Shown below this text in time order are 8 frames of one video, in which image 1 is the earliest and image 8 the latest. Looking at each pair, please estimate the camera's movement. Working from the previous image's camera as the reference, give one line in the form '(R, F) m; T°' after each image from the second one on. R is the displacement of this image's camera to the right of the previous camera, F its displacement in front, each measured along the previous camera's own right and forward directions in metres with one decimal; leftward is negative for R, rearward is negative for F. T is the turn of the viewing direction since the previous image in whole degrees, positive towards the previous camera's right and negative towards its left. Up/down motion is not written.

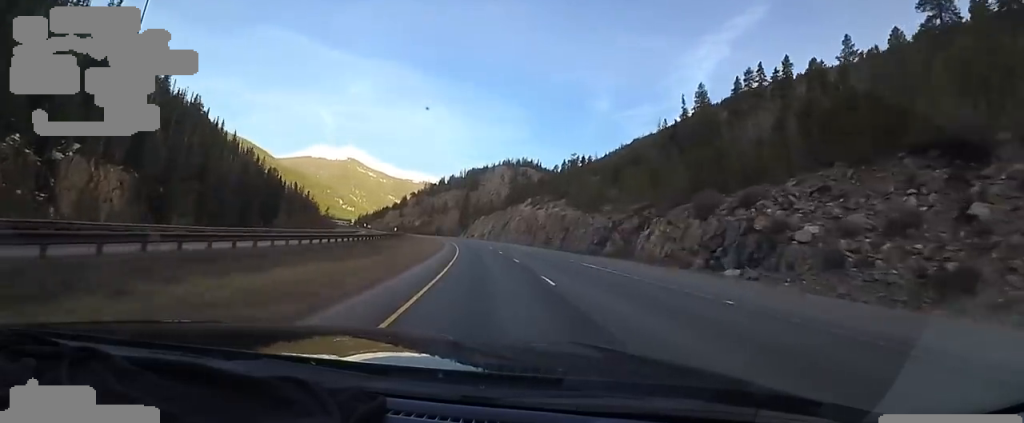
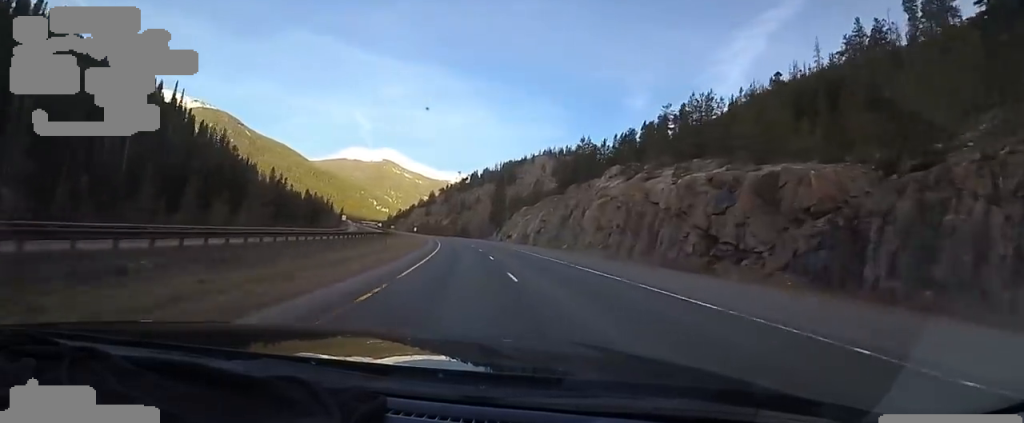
(-0.2, +58.9) m; -3°
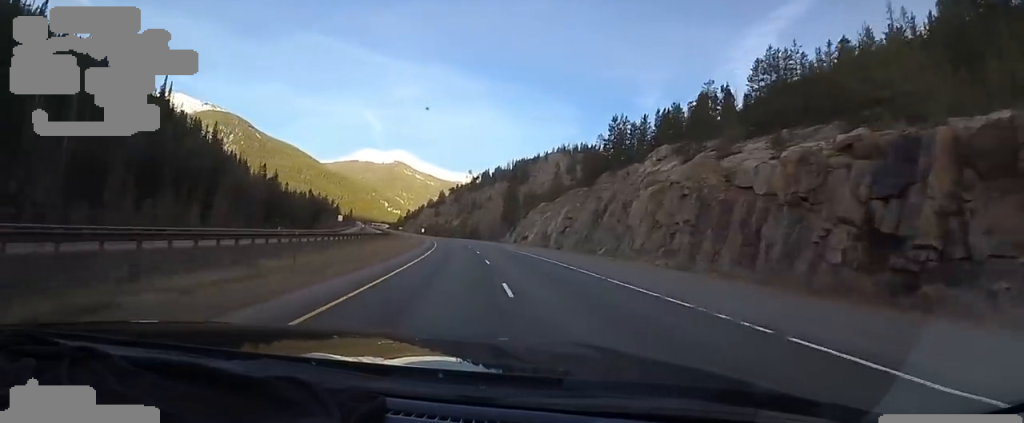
(-1.4, +15.6) m; -1°
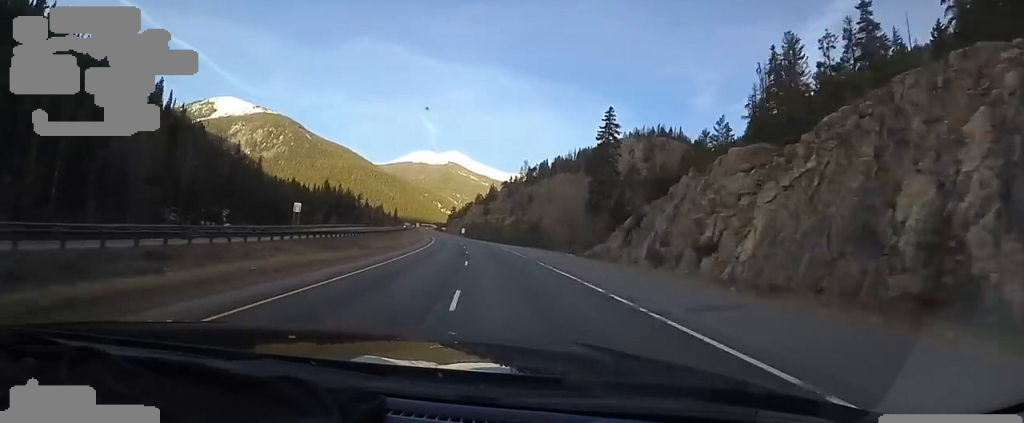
(-3.0, +62.6) m; -7°
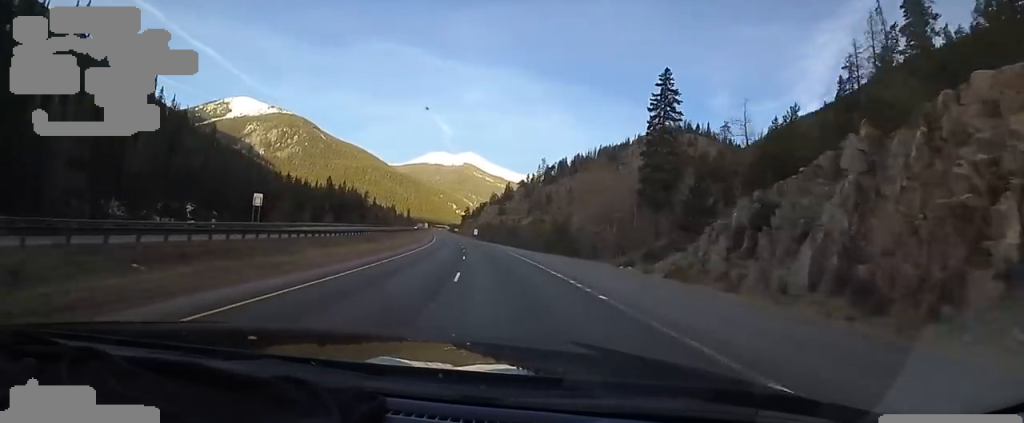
(-0.7, +18.9) m; -2°
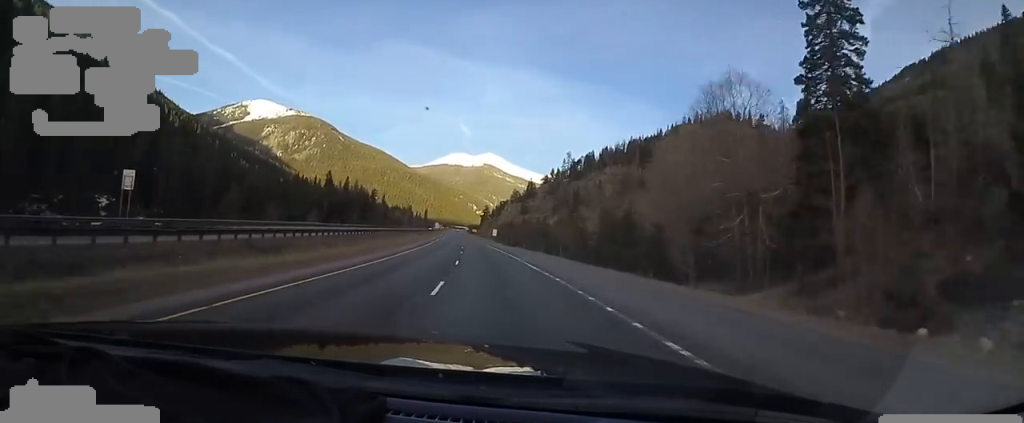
(0.0, +27.3) m; -1°
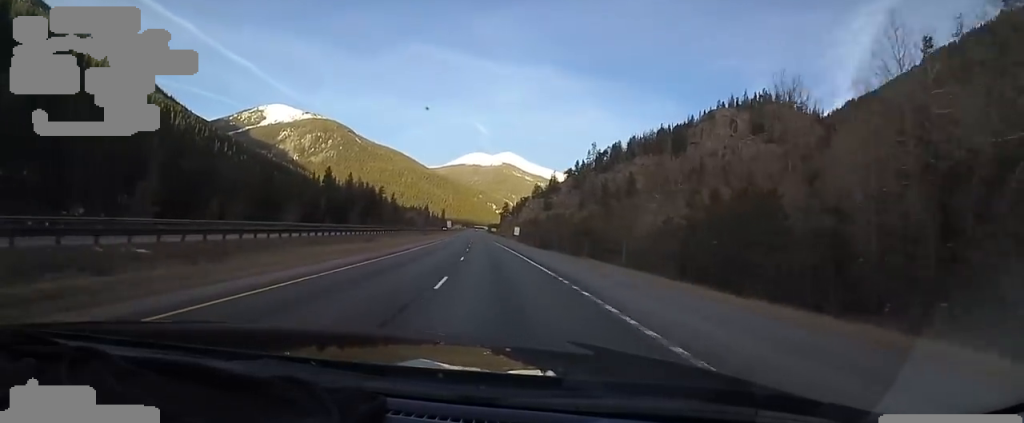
(-0.2, +23.0) m; -2°
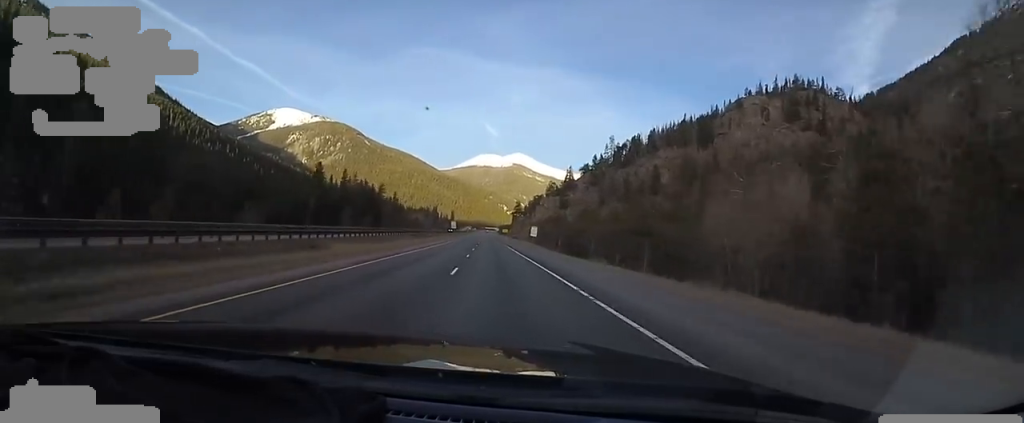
(-0.6, +19.9) m; -1°
